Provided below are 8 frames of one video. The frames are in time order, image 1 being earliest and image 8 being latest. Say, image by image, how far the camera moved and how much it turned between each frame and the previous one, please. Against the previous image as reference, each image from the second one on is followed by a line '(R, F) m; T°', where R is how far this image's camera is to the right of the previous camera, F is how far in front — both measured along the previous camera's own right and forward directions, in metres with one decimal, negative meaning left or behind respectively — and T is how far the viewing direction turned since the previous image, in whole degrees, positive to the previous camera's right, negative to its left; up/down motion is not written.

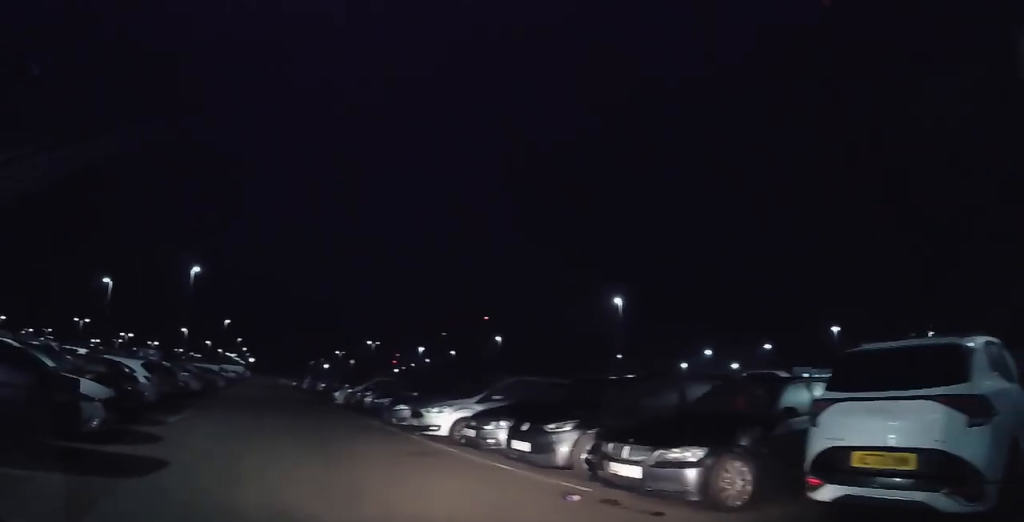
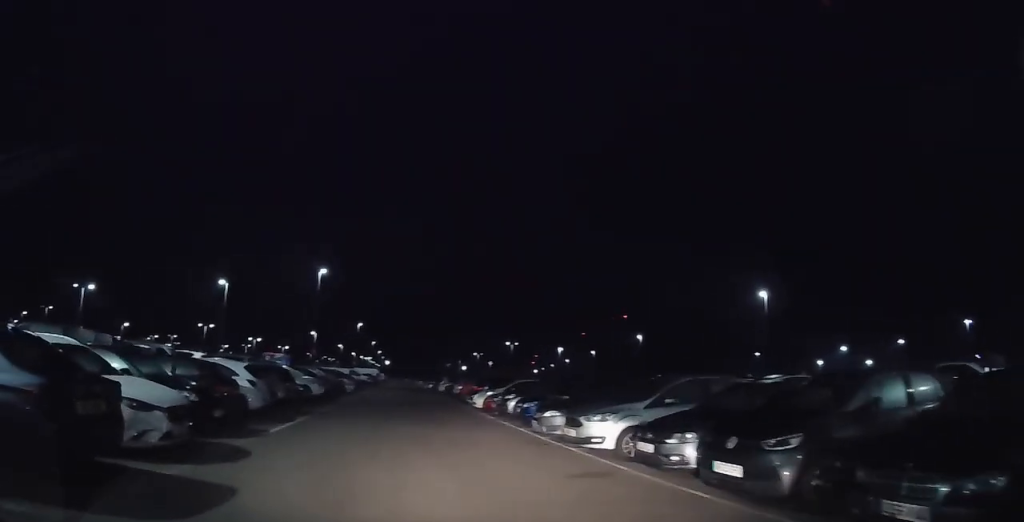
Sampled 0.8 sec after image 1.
(-0.2, +2.3) m; -7°
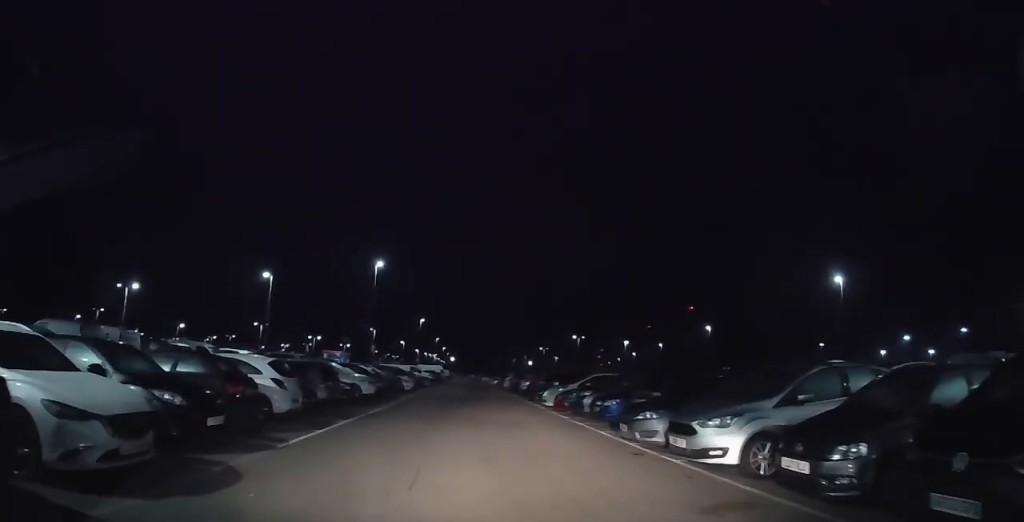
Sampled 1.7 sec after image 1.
(-0.1, +2.5) m; -5°
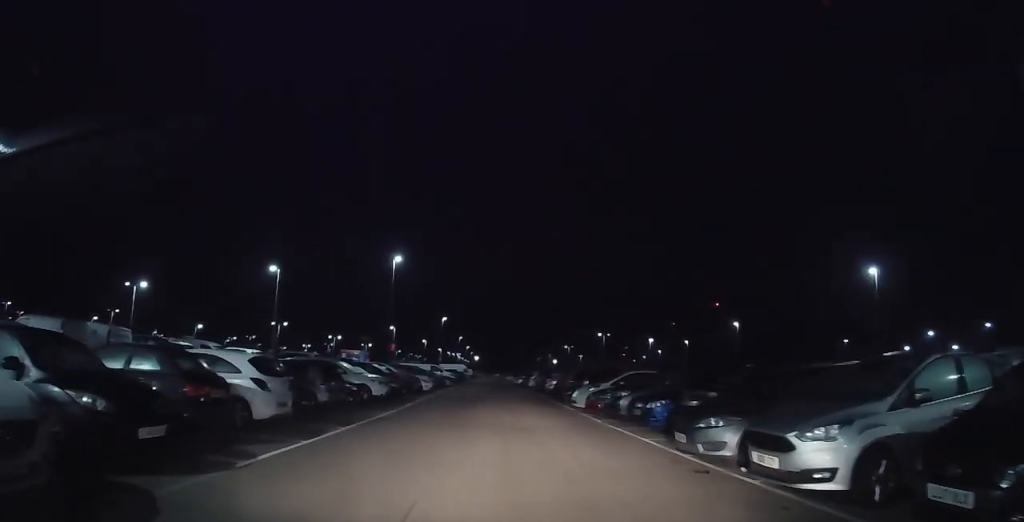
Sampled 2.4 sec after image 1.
(-0.1, +1.9) m; -2°
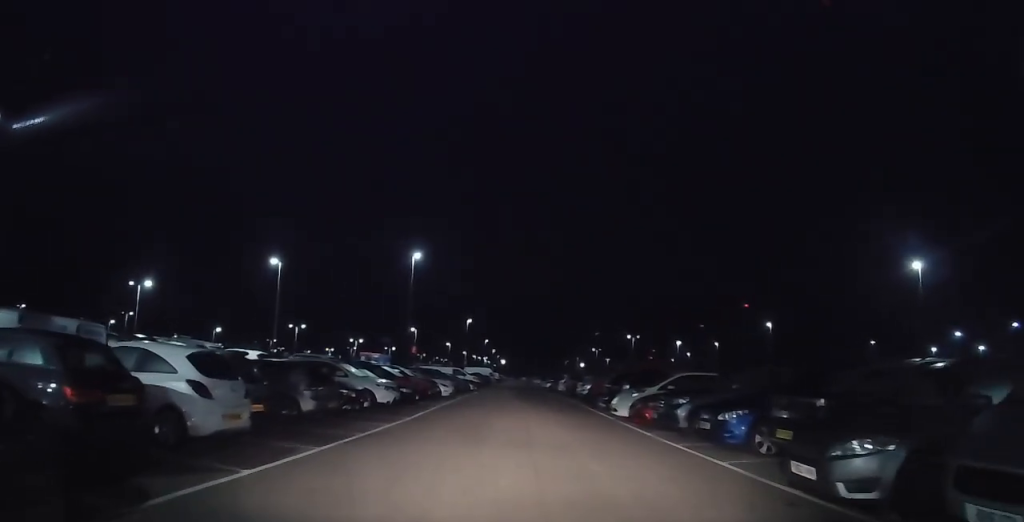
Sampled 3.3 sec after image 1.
(0.0, +2.8) m; +4°
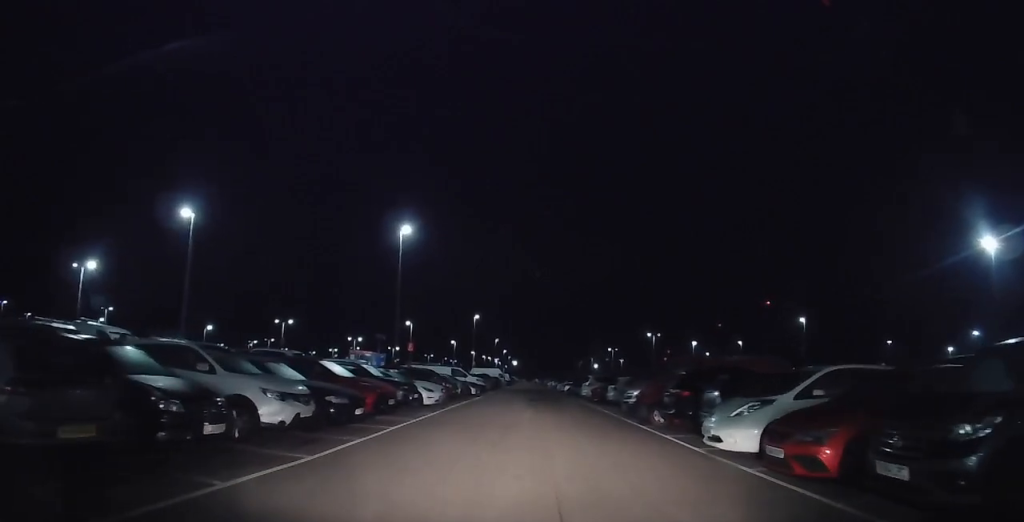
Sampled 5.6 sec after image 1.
(+0.3, +8.2) m; -1°
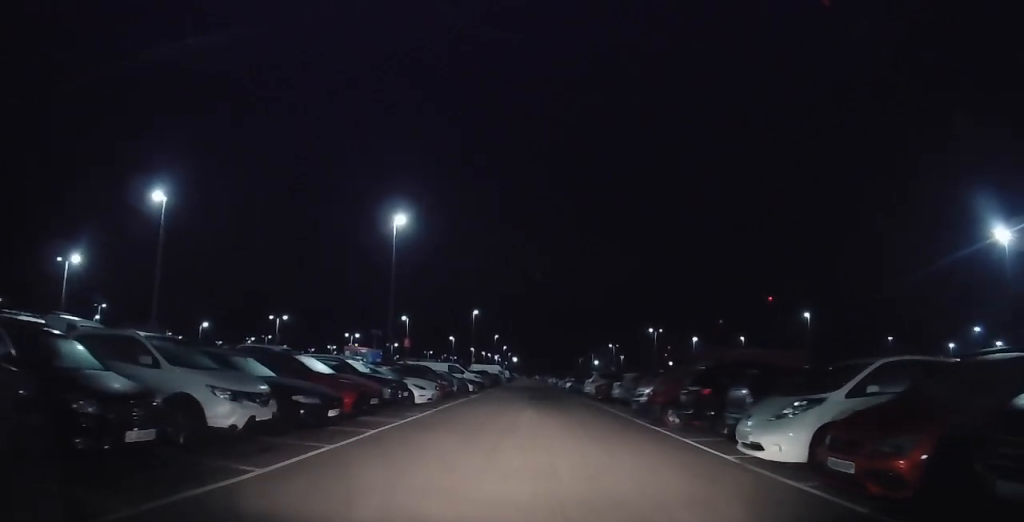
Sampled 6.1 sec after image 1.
(-0.1, +1.6) m; 0°
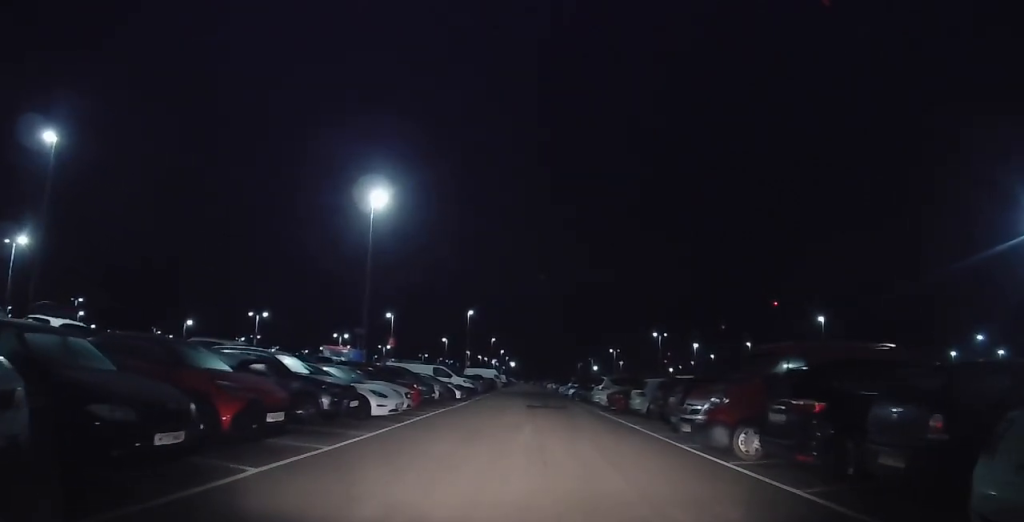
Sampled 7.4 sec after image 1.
(+0.2, +4.9) m; +4°
